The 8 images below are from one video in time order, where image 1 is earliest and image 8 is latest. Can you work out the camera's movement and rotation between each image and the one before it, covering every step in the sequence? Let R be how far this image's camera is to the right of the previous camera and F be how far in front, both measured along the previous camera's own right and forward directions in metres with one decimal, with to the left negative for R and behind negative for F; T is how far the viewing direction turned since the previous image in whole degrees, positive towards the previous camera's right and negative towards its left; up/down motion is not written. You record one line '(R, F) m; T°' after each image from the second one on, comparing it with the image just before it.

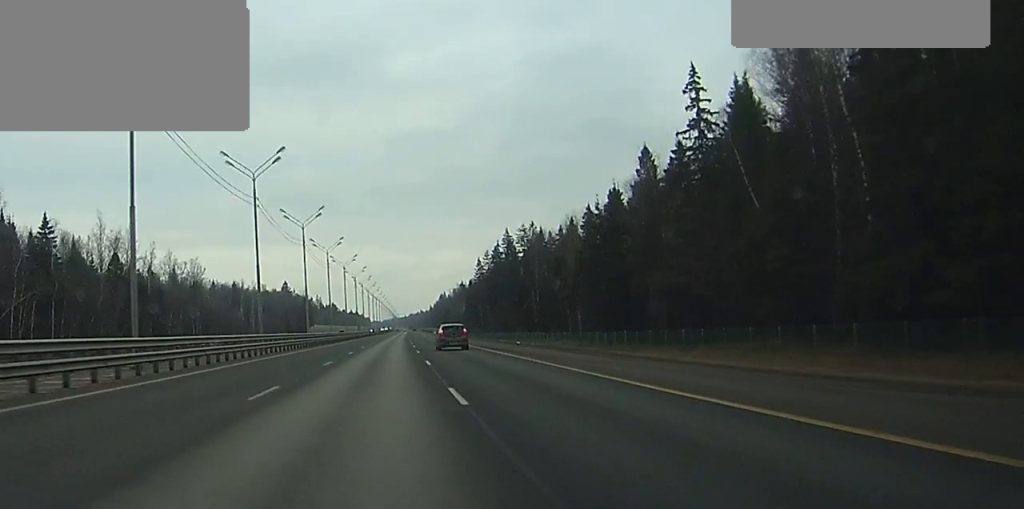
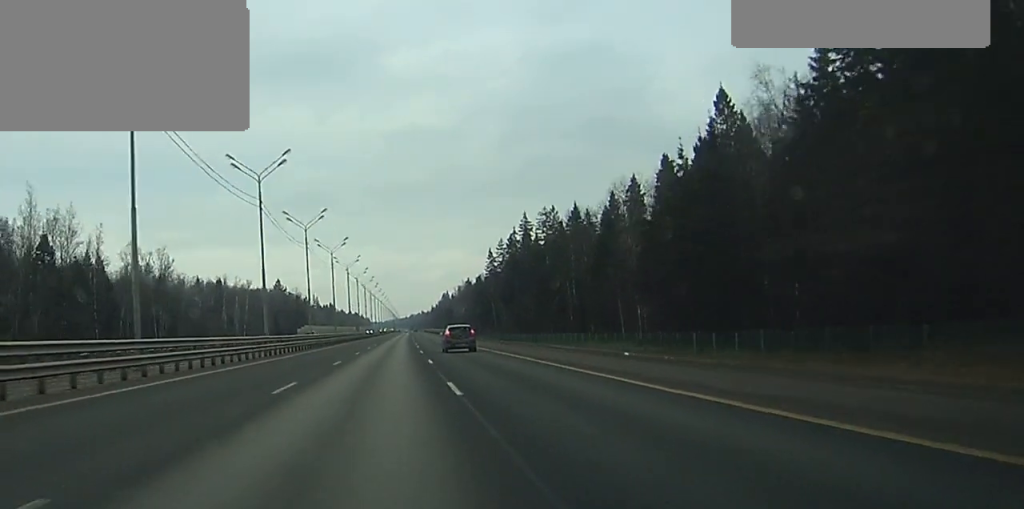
(+0.1, +26.5) m; 0°
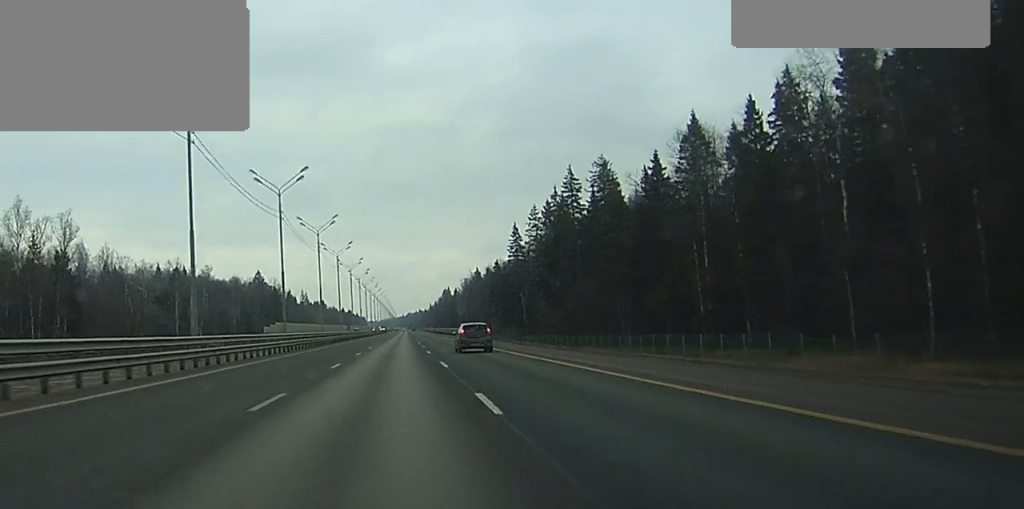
(-0.1, +51.9) m; 0°
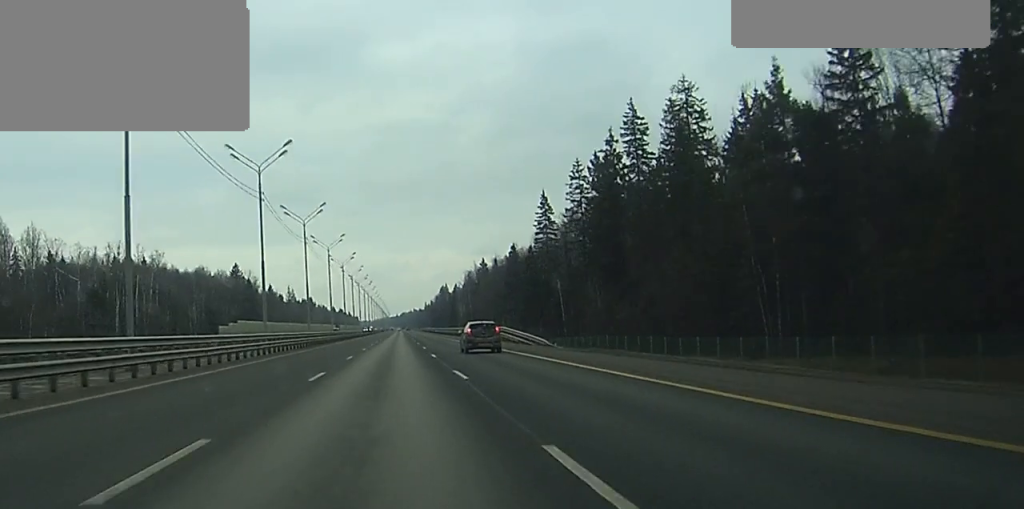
(+0.1, +44.1) m; +1°
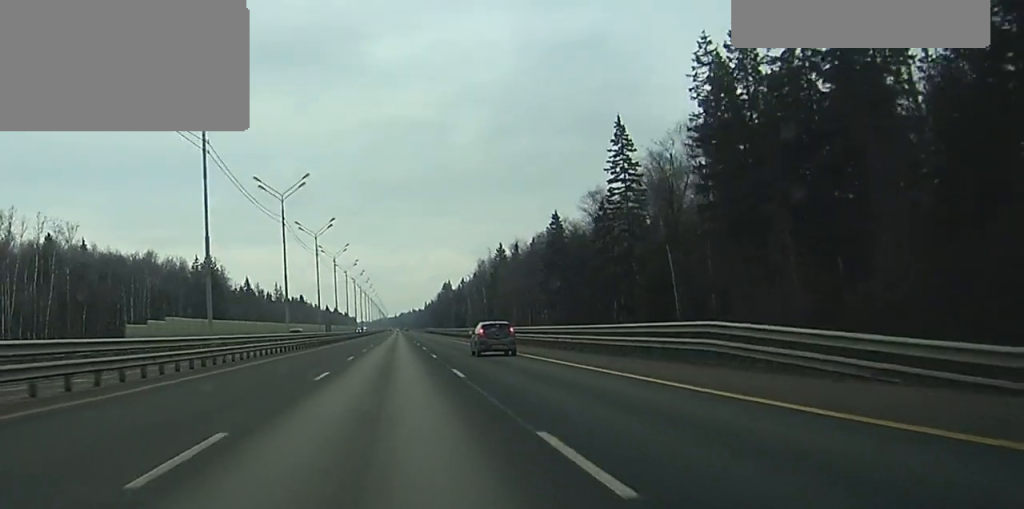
(+0.4, +50.4) m; +1°
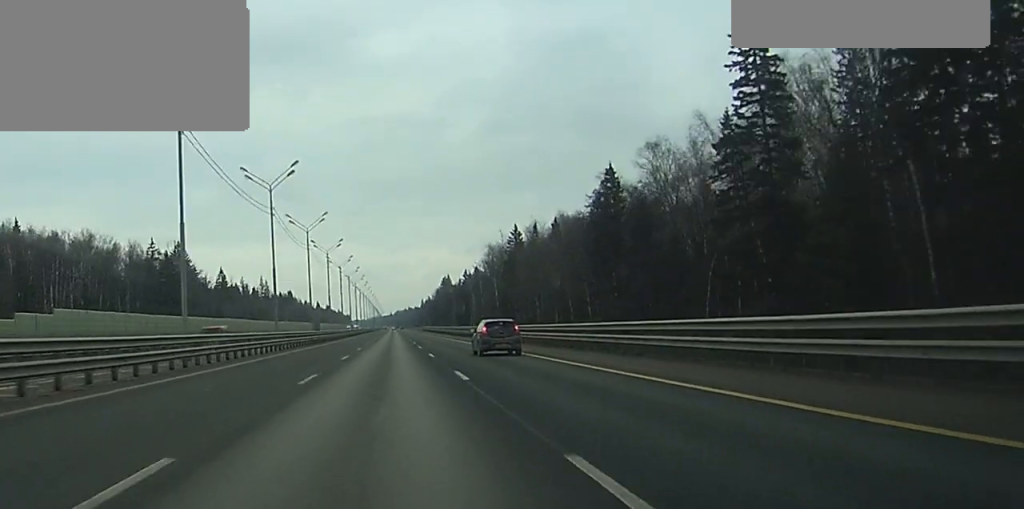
(+0.1, +35.3) m; 0°
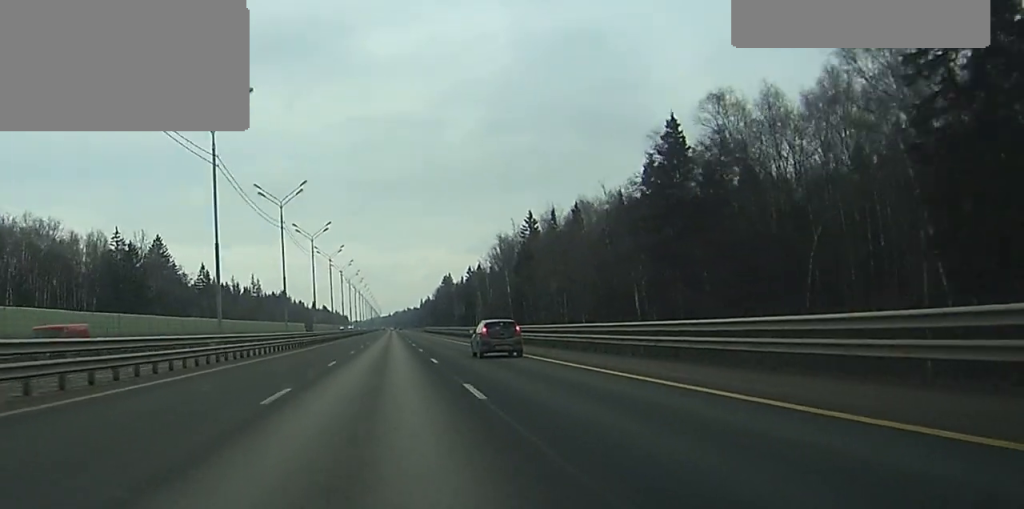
(0.0, +21.7) m; 0°
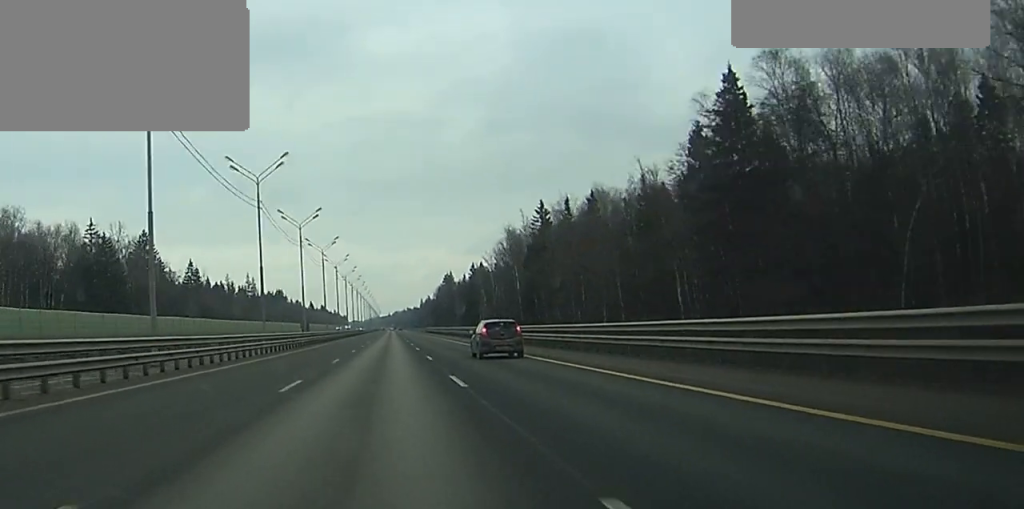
(0.0, +12.9) m; 0°
